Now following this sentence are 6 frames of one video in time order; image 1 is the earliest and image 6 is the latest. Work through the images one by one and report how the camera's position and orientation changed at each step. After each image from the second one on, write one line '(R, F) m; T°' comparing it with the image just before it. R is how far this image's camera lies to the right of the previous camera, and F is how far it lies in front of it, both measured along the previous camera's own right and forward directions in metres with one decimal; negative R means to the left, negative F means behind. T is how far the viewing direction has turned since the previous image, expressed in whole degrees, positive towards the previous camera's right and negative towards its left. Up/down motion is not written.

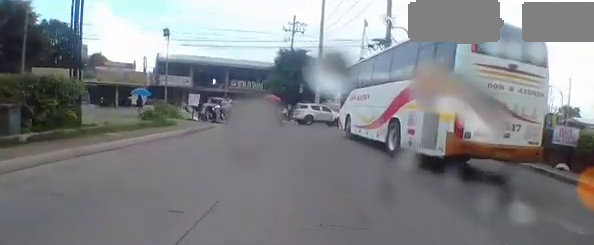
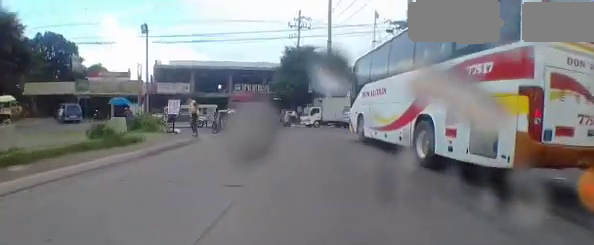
(-0.2, +4.7) m; -7°
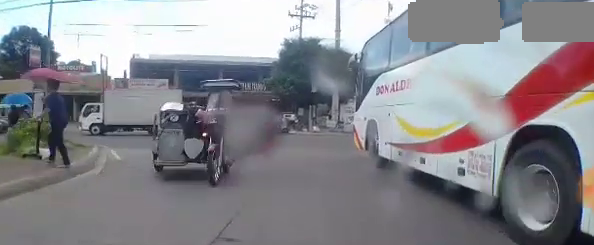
(-0.9, +9.6) m; -3°
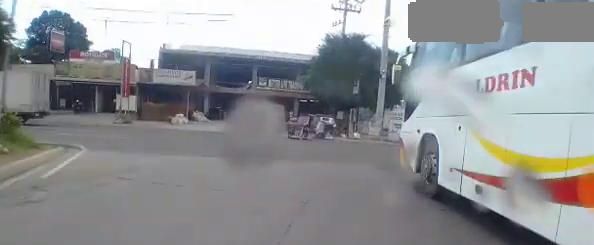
(+0.1, +3.8) m; +1°
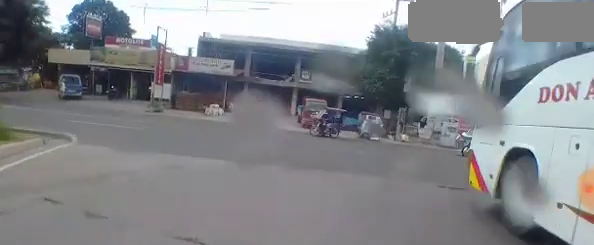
(0.0, +2.4) m; -3°
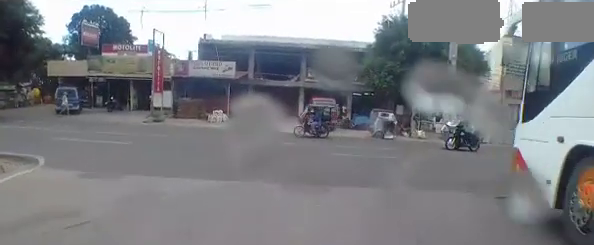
(0.0, +1.7) m; -3°
